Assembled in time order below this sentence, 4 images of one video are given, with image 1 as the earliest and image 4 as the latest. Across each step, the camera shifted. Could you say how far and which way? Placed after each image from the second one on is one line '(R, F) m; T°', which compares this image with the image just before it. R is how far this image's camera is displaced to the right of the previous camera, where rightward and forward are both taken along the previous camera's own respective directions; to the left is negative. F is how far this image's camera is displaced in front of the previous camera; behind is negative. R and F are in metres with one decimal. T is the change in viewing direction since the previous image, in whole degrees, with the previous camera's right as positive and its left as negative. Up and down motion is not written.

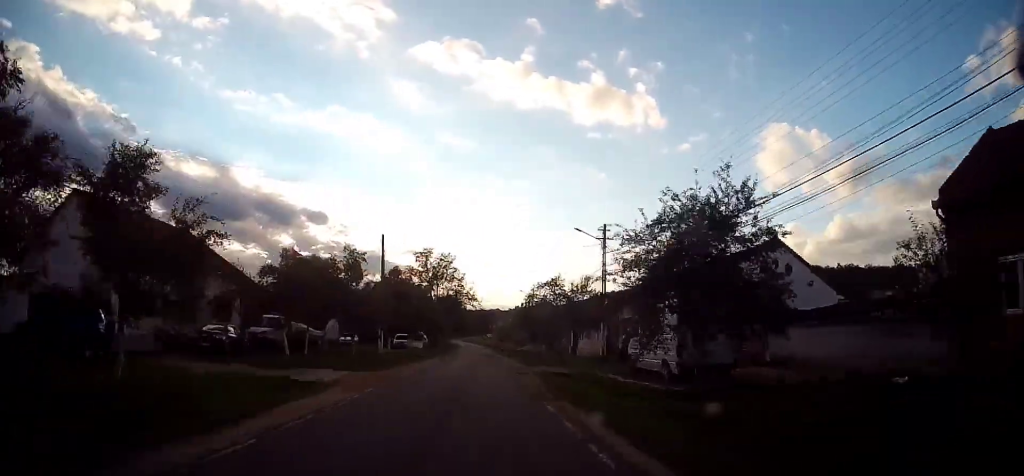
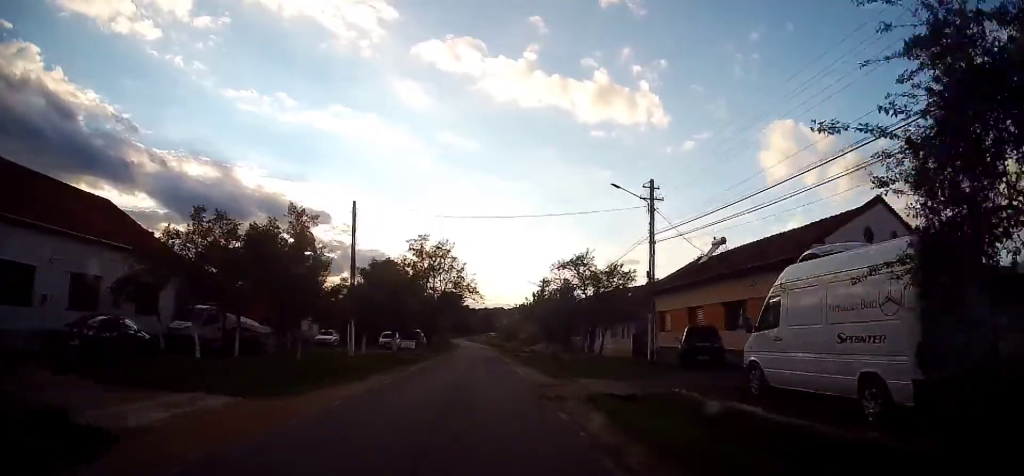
(+0.1, +9.0) m; -1°
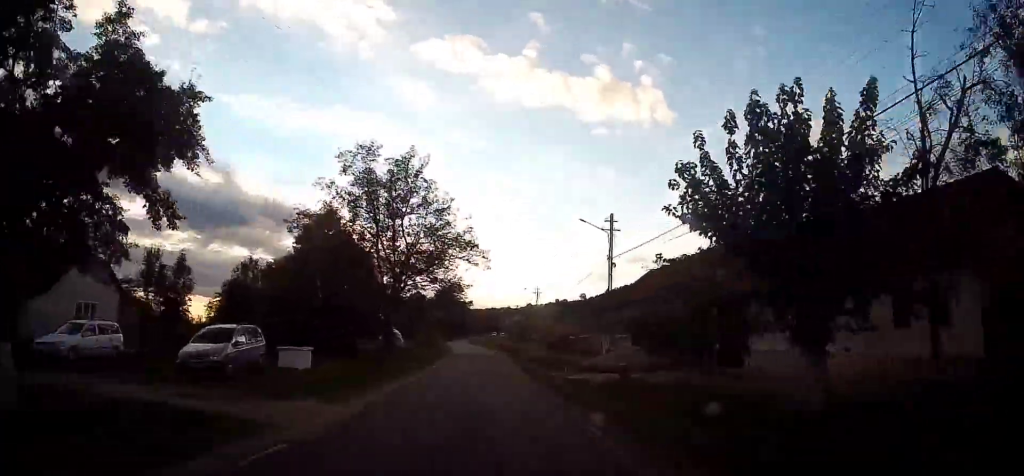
(-0.9, +32.6) m; 0°
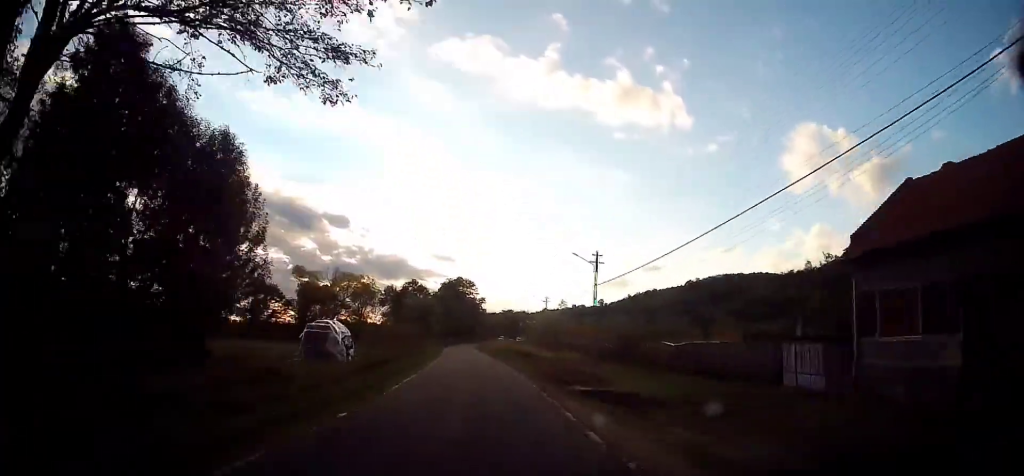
(+0.3, +31.2) m; -1°
